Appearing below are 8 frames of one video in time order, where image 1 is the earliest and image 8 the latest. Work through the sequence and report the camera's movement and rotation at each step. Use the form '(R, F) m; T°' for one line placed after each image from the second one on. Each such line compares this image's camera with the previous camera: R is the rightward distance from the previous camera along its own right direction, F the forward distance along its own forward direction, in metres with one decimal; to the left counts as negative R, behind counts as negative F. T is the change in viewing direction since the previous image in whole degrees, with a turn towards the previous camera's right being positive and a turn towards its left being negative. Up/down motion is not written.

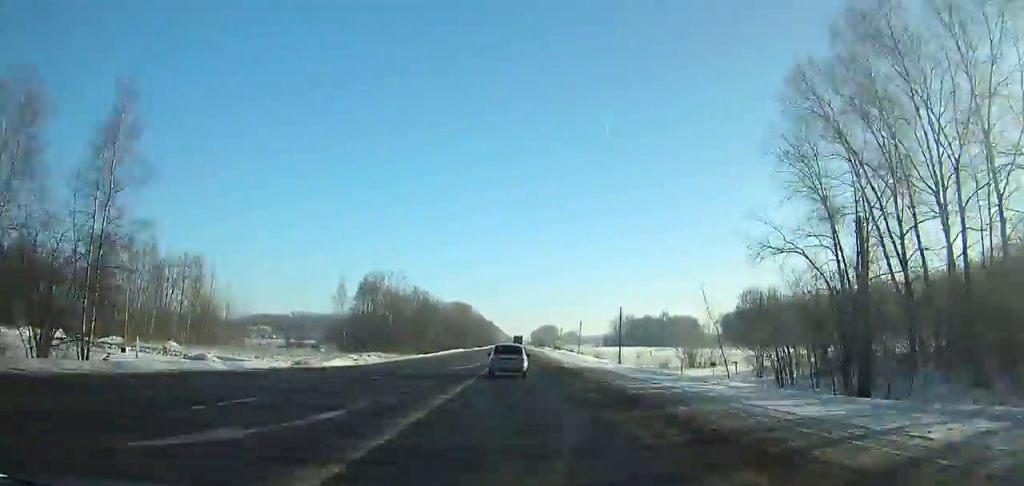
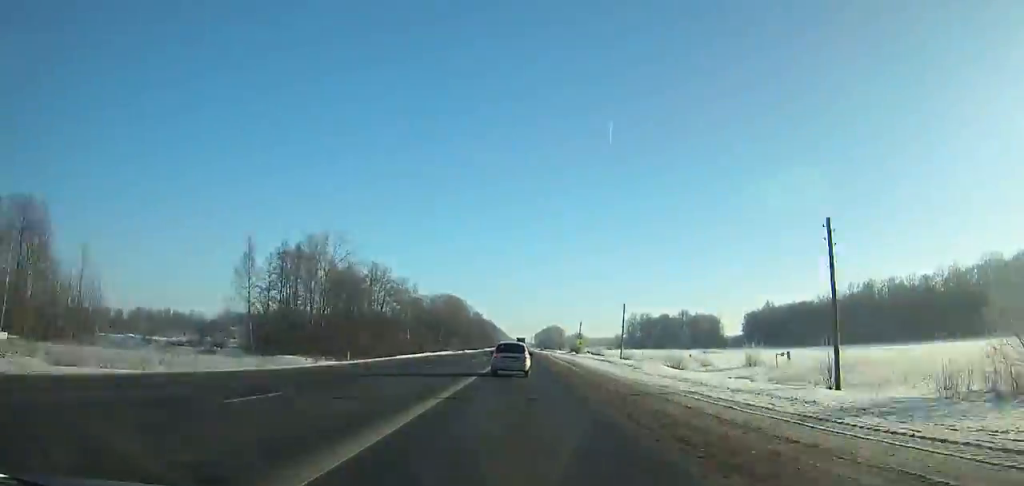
(+0.1, +46.4) m; 0°
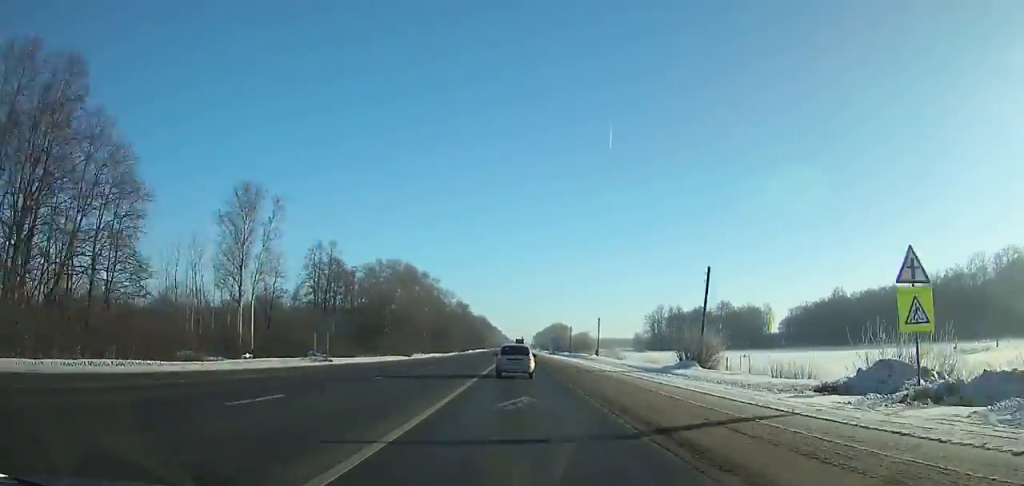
(+0.1, +84.2) m; 0°
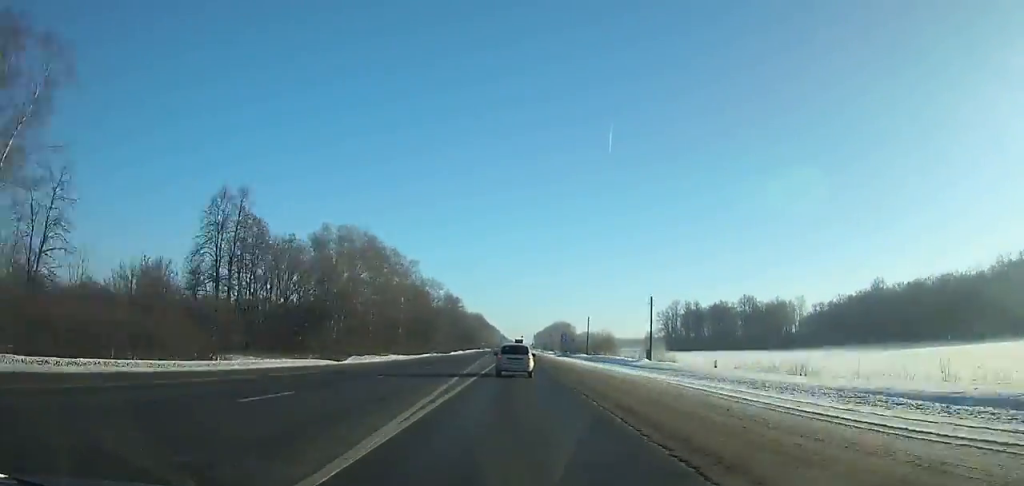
(+0.1, +35.6) m; 0°
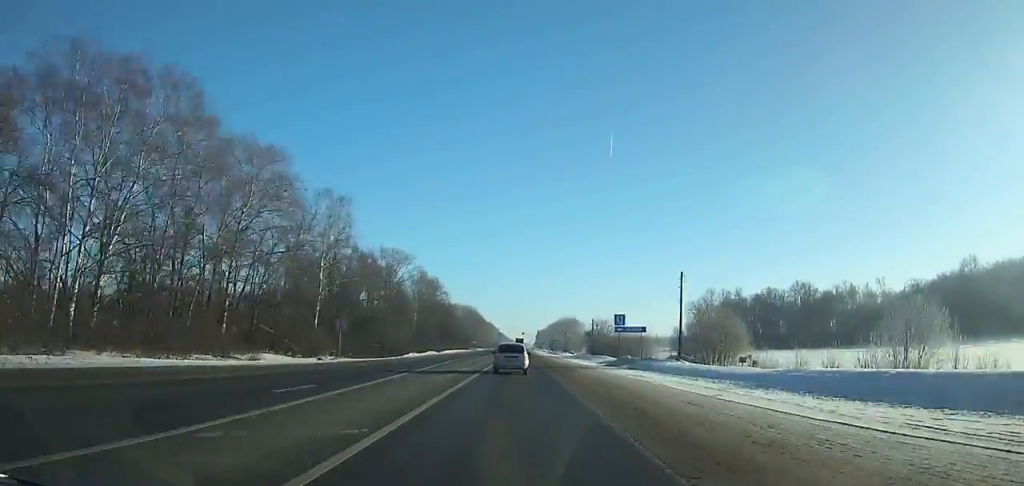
(+0.1, +57.9) m; 0°
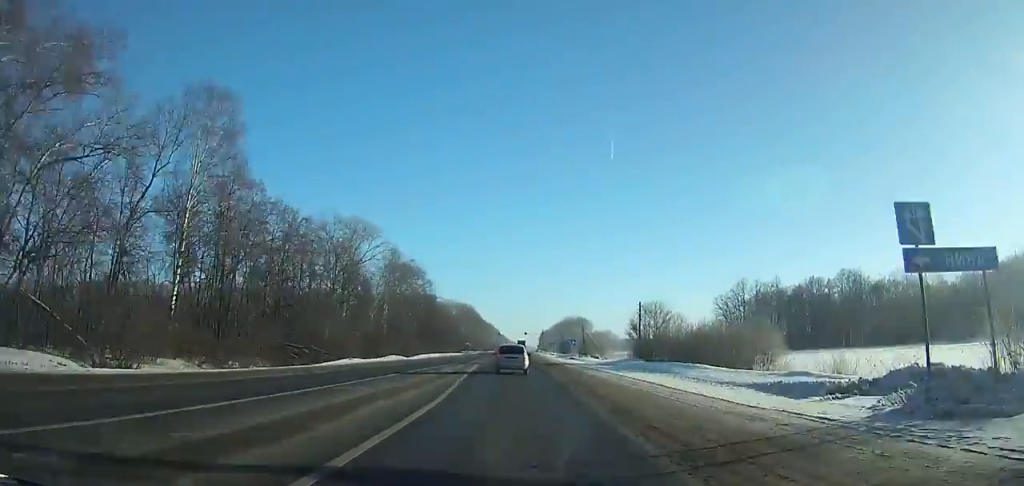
(-0.1, +35.7) m; 0°
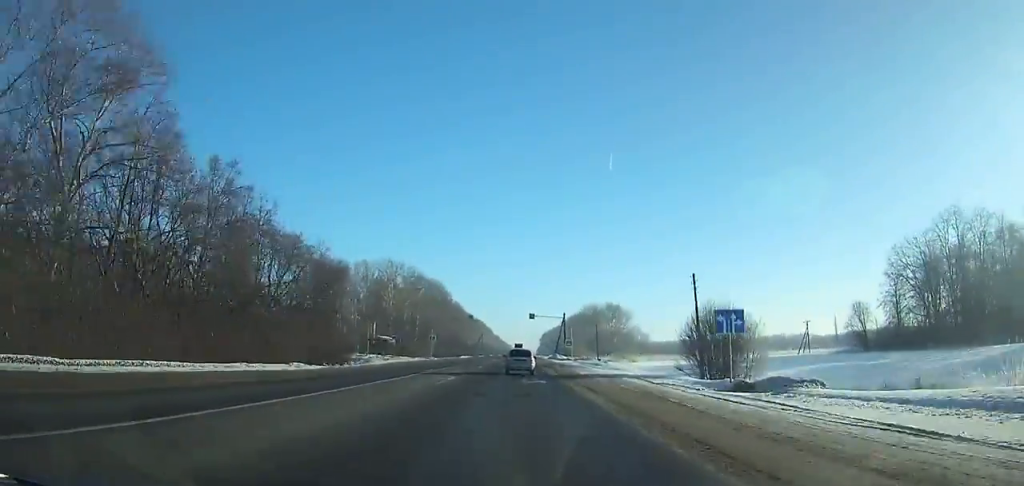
(+0.1, +119.0) m; 0°
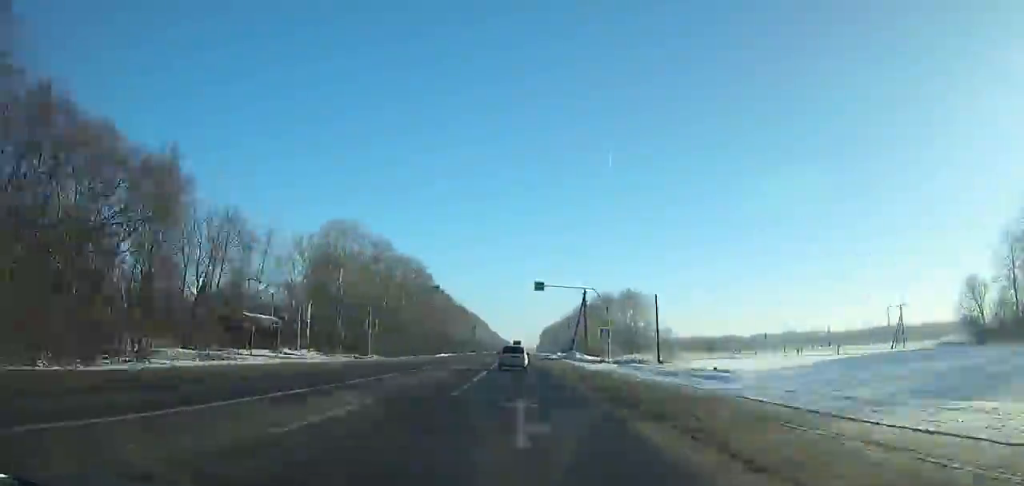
(0.0, +38.3) m; 0°
